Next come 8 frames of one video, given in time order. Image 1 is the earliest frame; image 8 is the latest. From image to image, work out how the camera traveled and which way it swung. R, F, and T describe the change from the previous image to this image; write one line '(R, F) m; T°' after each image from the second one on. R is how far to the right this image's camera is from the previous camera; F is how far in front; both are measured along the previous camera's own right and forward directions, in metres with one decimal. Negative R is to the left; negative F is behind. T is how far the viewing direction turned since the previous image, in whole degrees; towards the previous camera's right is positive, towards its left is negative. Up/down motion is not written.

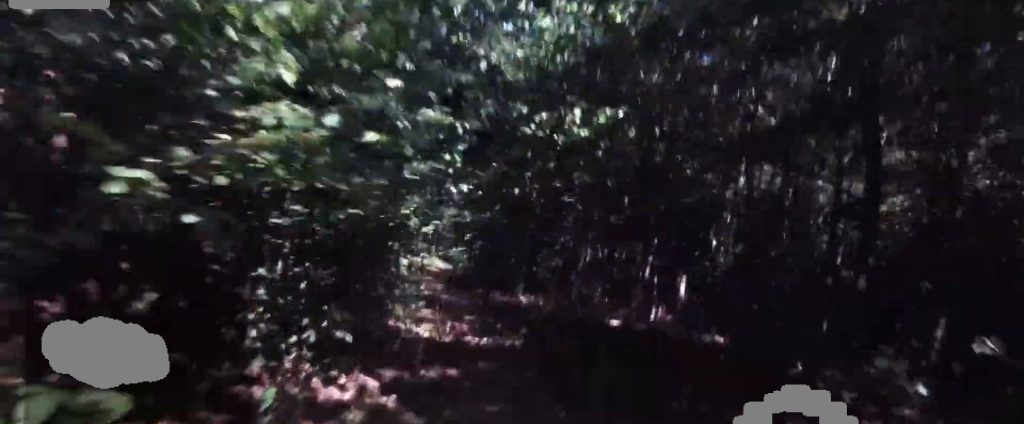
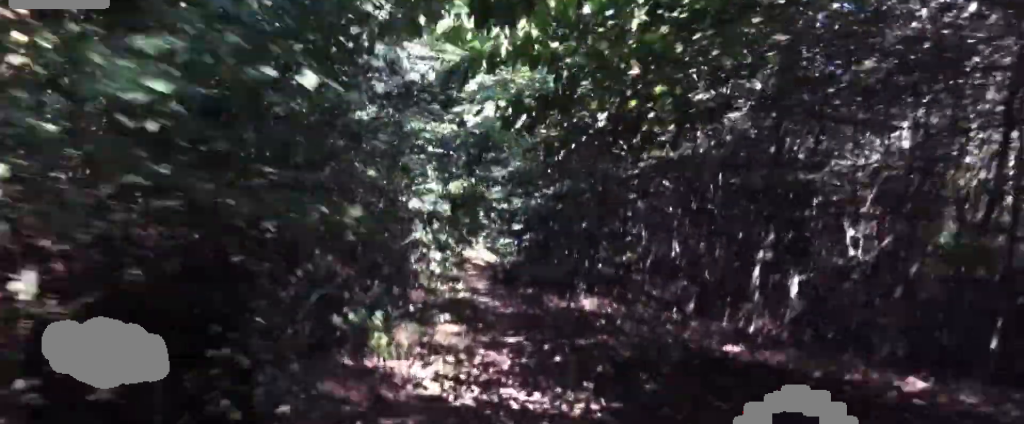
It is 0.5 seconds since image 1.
(0.0, +2.1) m; 0°
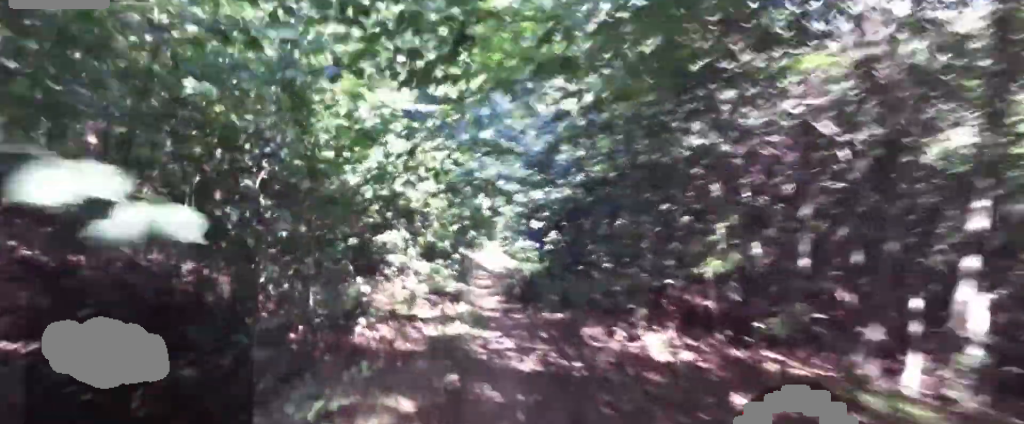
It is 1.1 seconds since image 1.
(0.0, +2.7) m; 0°
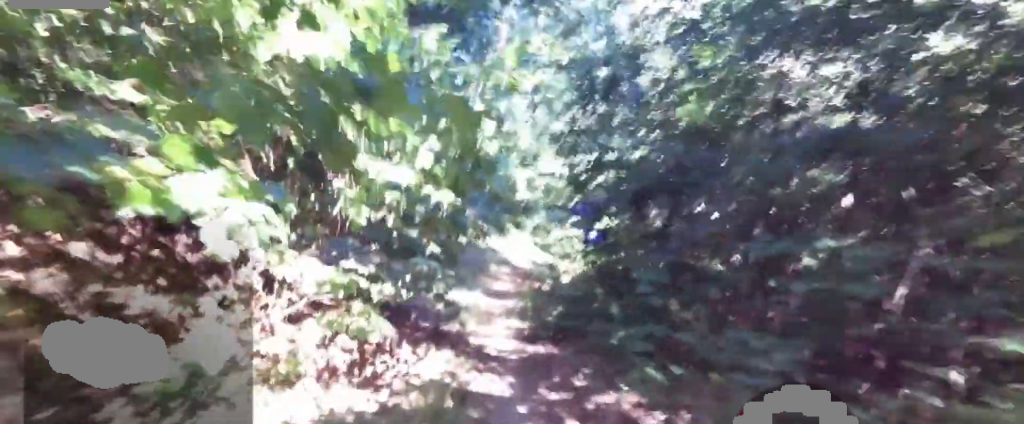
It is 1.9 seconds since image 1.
(0.0, +3.9) m; 0°
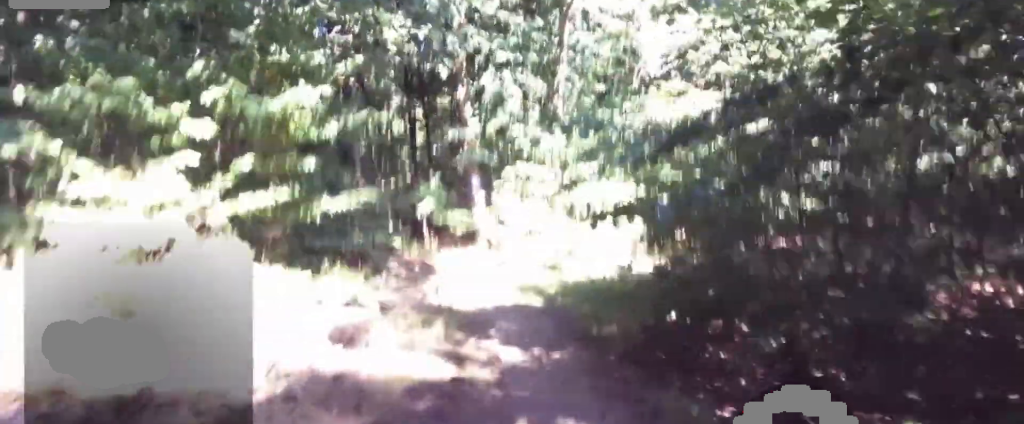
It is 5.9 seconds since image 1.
(-0.4, +20.2) m; -1°
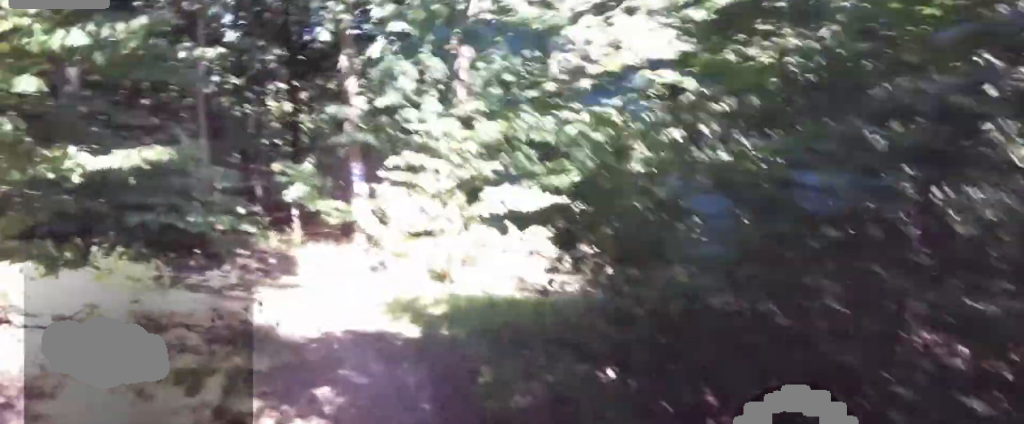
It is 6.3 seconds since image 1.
(0.0, +2.1) m; 0°
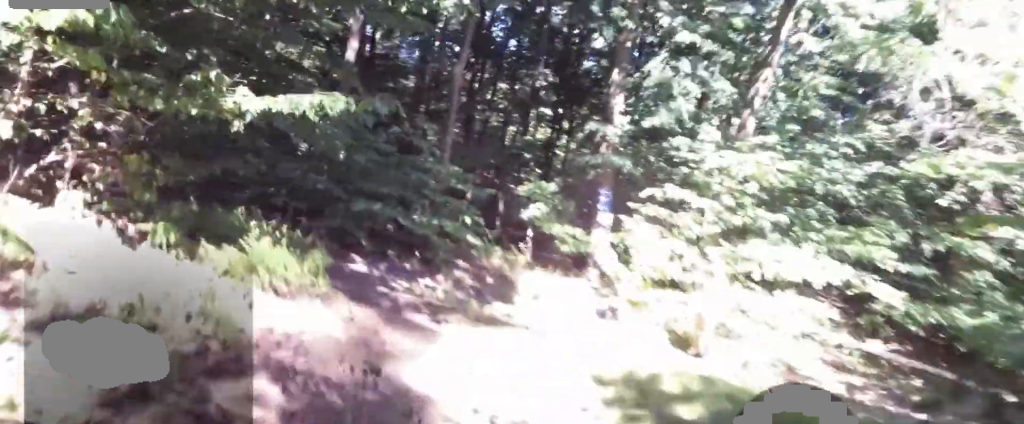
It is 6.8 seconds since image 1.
(0.0, +2.3) m; -3°
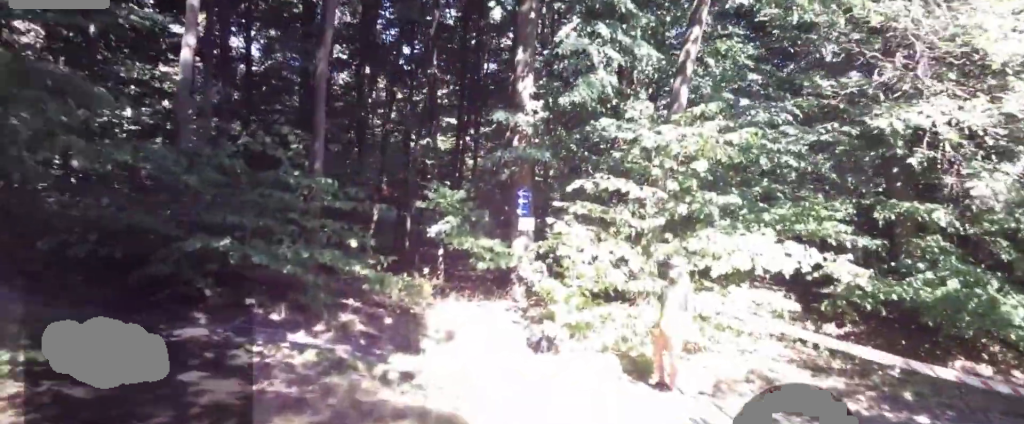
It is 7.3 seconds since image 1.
(+0.2, +2.8) m; -5°
